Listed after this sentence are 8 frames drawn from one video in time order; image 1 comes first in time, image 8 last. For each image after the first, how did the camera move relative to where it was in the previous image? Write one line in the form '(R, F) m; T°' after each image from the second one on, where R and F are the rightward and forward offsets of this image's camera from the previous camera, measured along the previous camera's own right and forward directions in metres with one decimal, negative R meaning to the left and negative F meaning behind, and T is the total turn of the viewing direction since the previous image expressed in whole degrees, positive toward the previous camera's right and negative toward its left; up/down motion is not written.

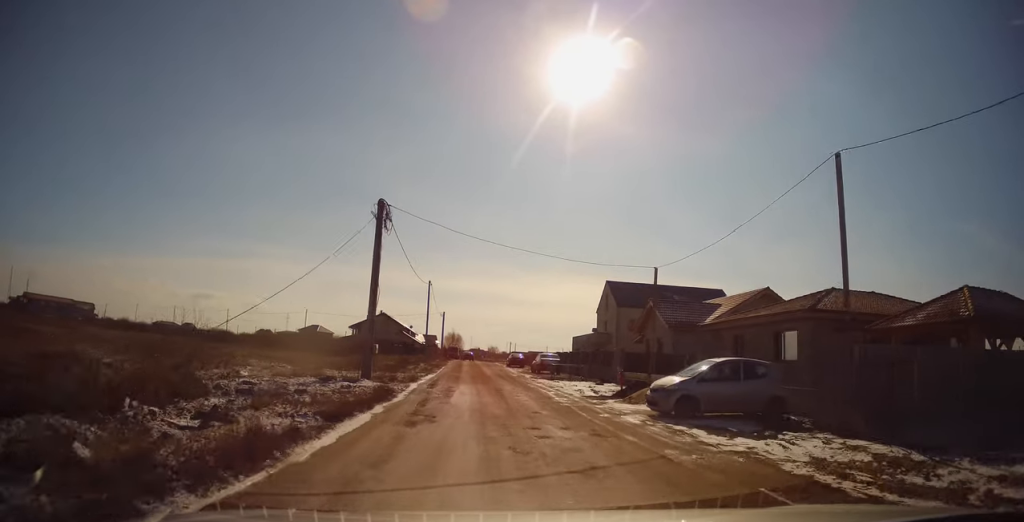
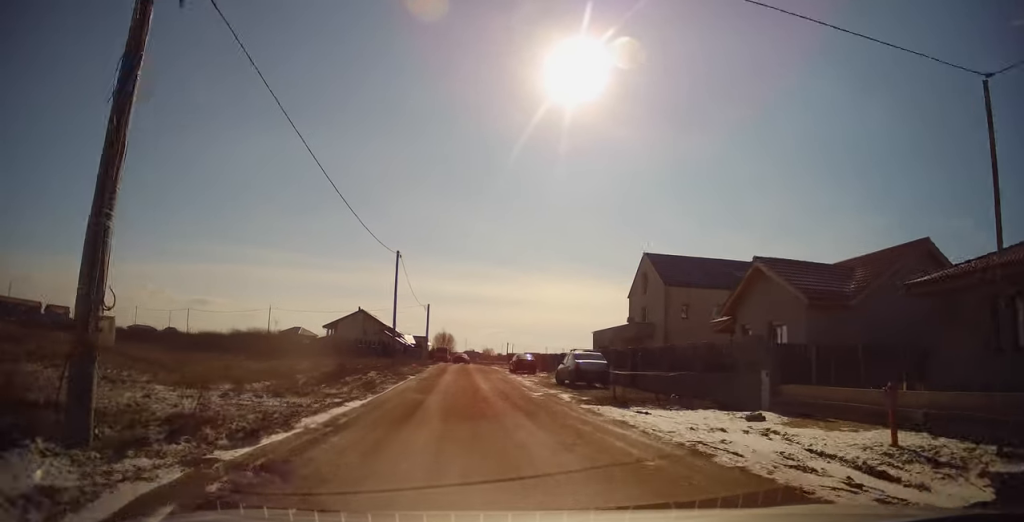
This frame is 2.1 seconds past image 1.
(+0.5, +17.3) m; +3°
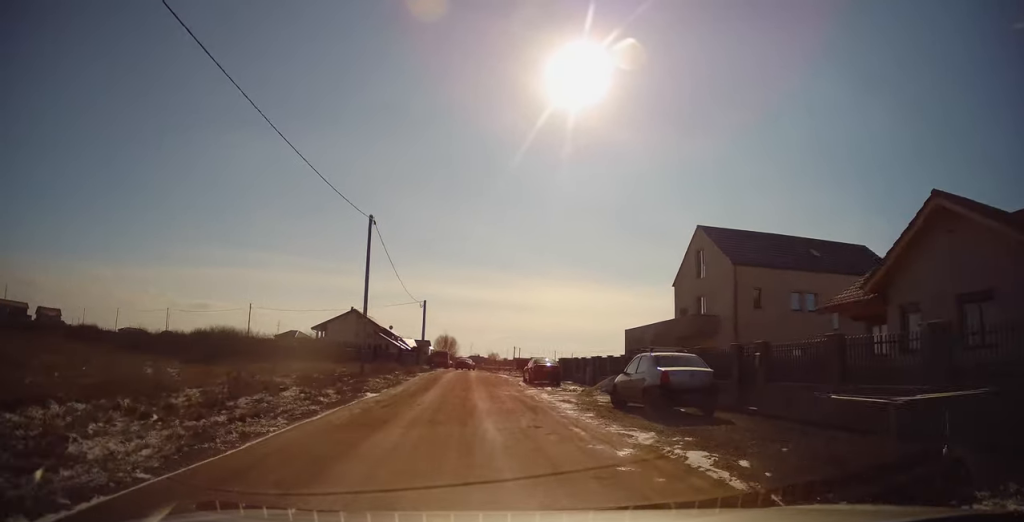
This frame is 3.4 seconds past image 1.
(-0.2, +10.7) m; -2°
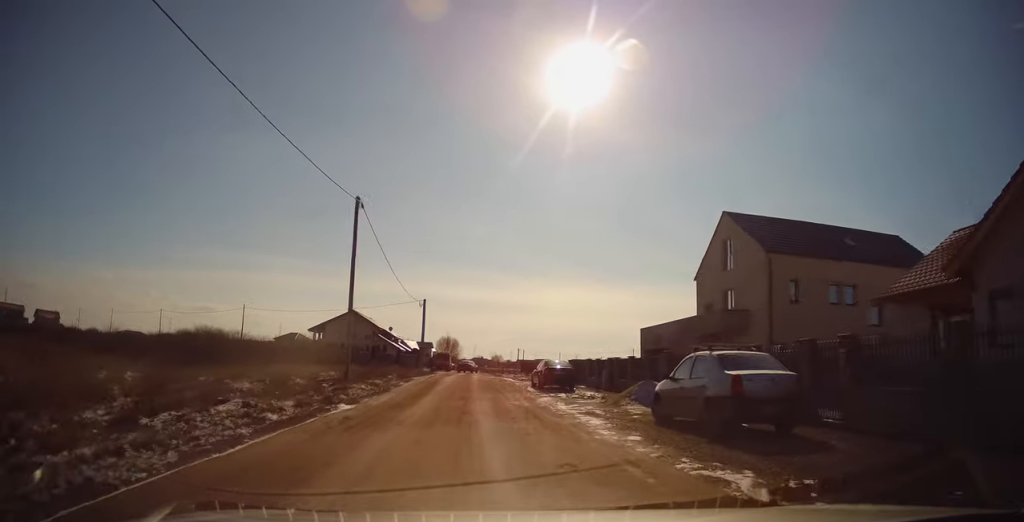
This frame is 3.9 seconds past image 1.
(0.0, +3.5) m; 0°
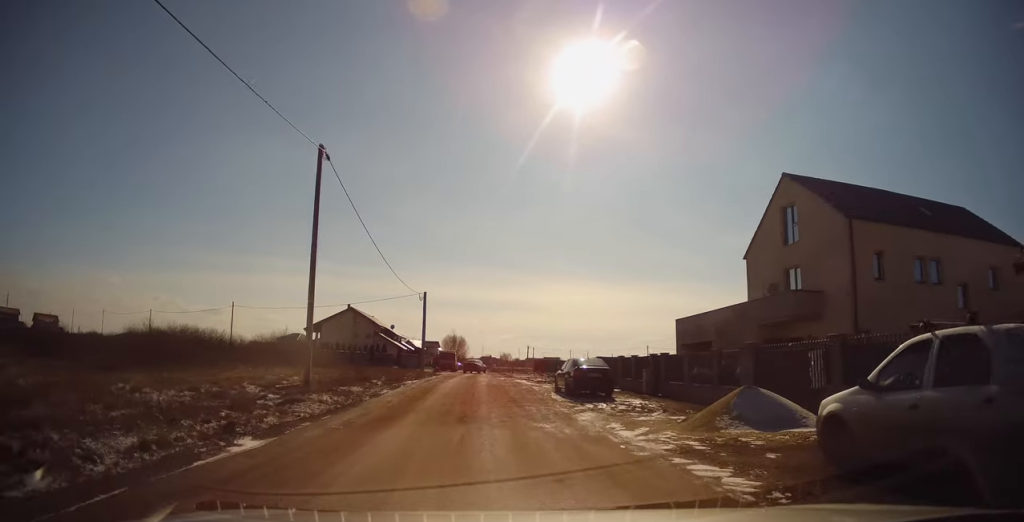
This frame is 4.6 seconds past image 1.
(0.0, +6.2) m; 0°
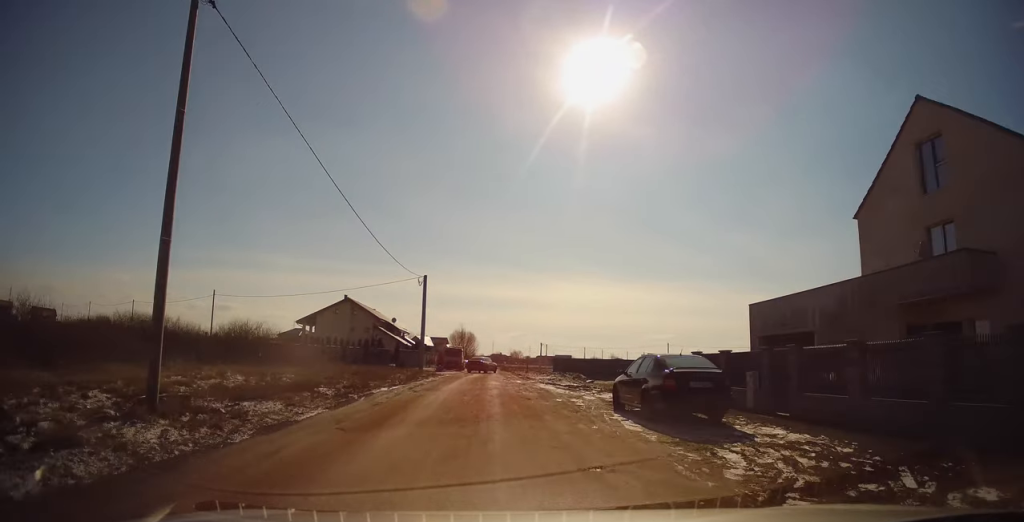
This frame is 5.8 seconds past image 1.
(-0.1, +8.7) m; 0°
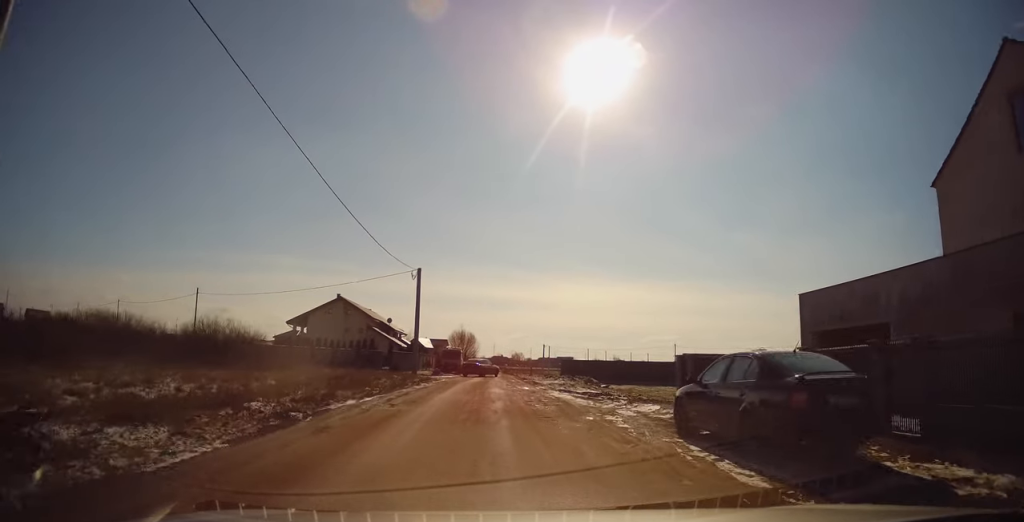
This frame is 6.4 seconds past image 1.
(0.0, +4.5) m; 0°
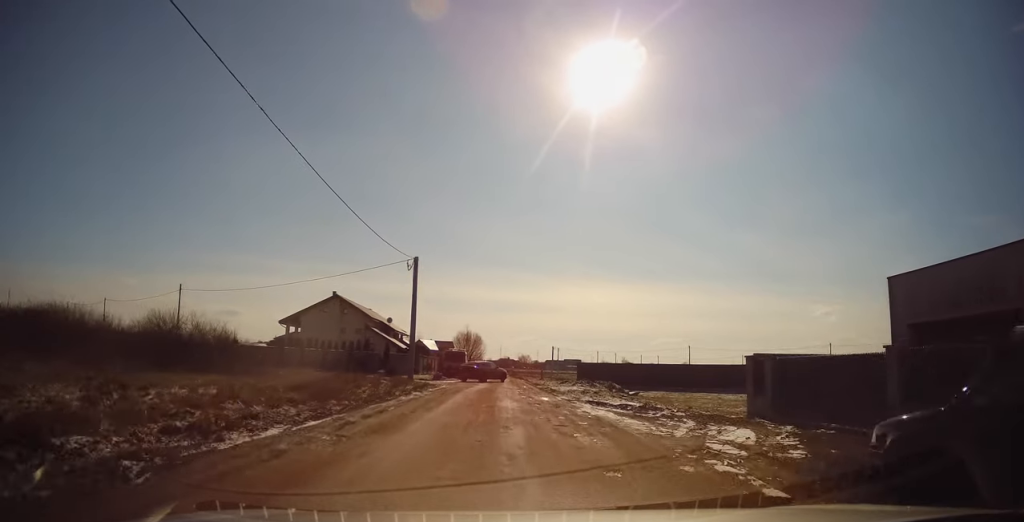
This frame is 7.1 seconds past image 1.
(0.0, +5.3) m; 0°
